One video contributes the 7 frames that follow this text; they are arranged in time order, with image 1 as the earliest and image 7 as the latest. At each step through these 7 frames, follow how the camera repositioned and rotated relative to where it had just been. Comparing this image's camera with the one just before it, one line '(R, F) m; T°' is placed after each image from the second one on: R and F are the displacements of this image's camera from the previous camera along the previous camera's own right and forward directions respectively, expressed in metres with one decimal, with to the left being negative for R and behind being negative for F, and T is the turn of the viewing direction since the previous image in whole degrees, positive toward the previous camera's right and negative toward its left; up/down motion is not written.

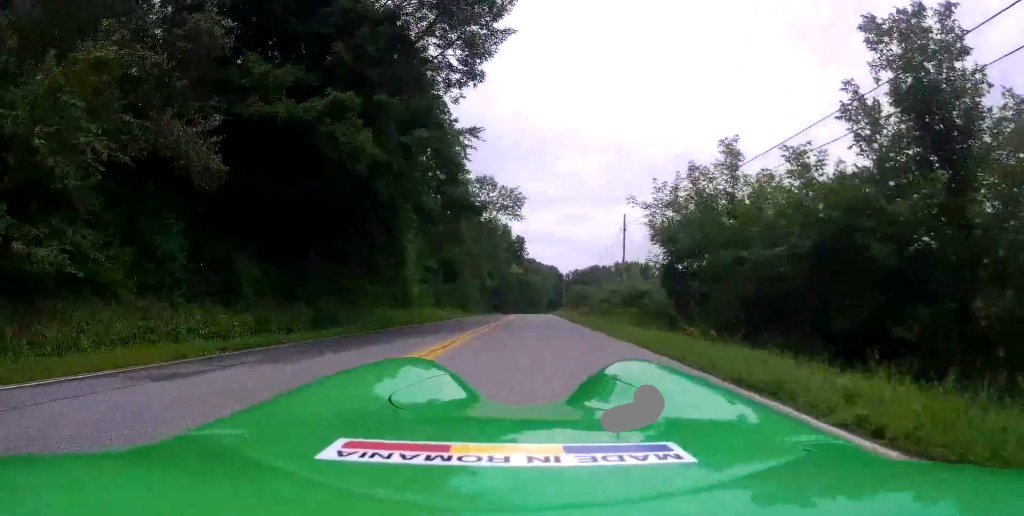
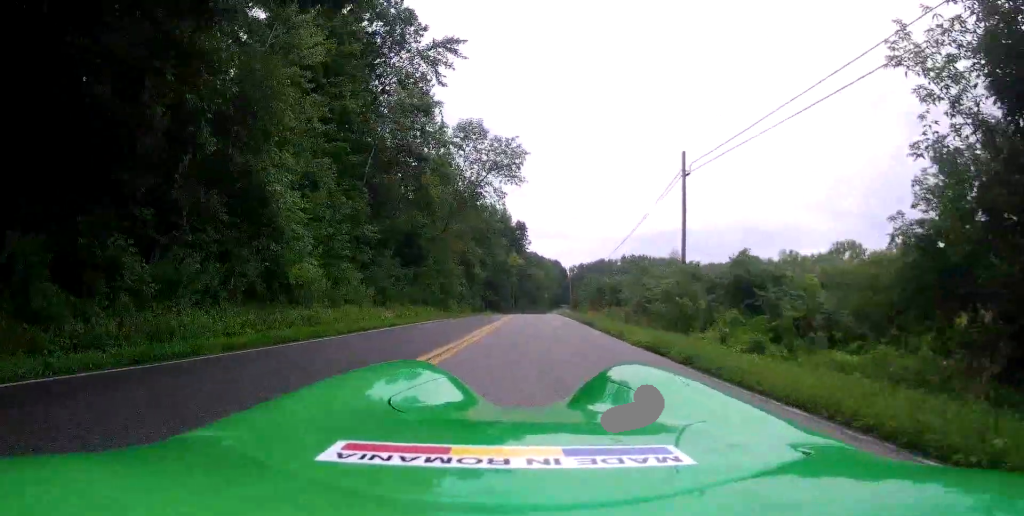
(0.0, +18.2) m; 0°
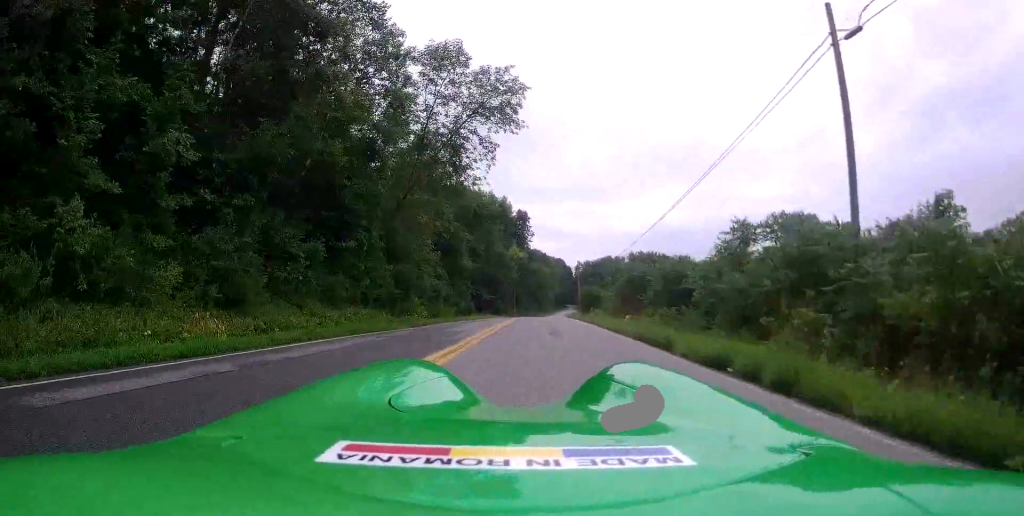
(0.0, +15.9) m; 0°
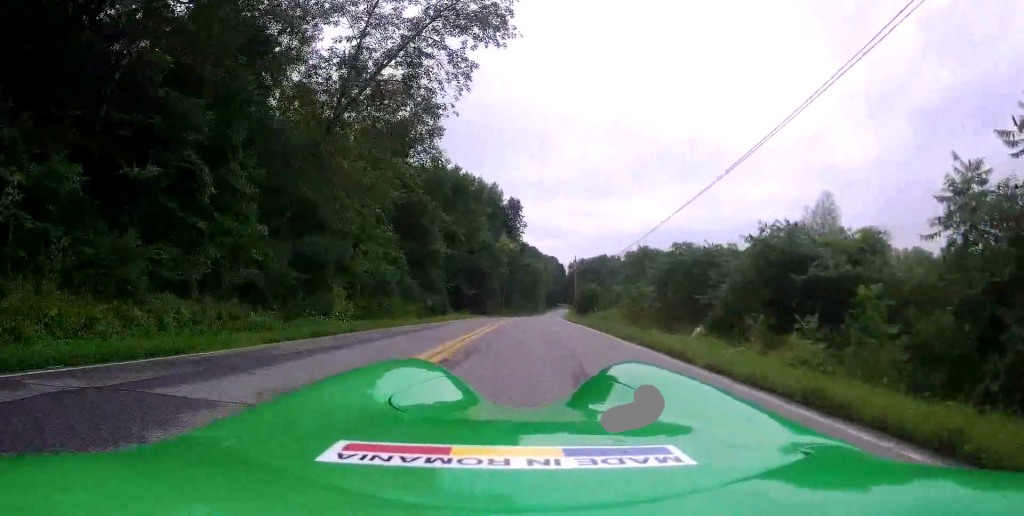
(0.0, +12.2) m; 0°
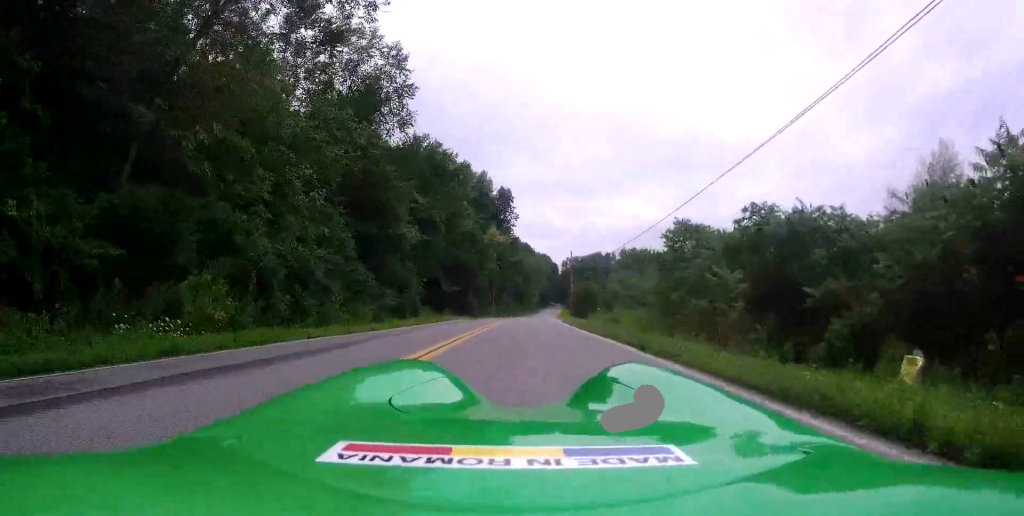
(0.0, +8.9) m; 0°
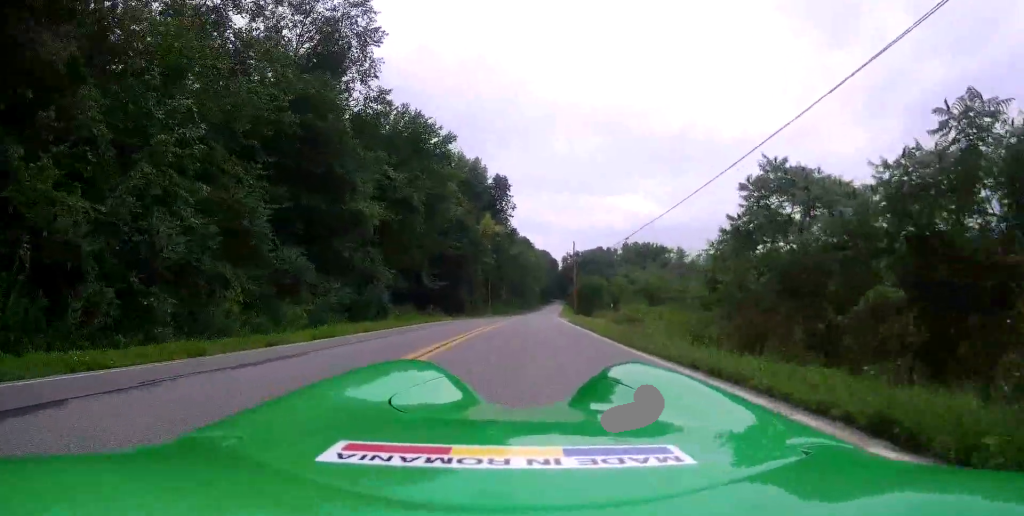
(0.0, +8.1) m; 0°
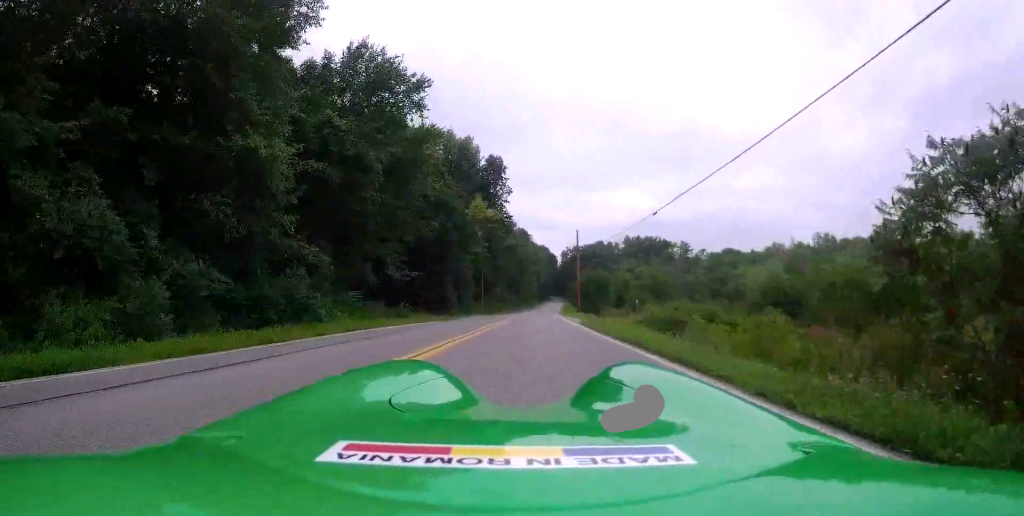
(0.0, +10.1) m; 0°
